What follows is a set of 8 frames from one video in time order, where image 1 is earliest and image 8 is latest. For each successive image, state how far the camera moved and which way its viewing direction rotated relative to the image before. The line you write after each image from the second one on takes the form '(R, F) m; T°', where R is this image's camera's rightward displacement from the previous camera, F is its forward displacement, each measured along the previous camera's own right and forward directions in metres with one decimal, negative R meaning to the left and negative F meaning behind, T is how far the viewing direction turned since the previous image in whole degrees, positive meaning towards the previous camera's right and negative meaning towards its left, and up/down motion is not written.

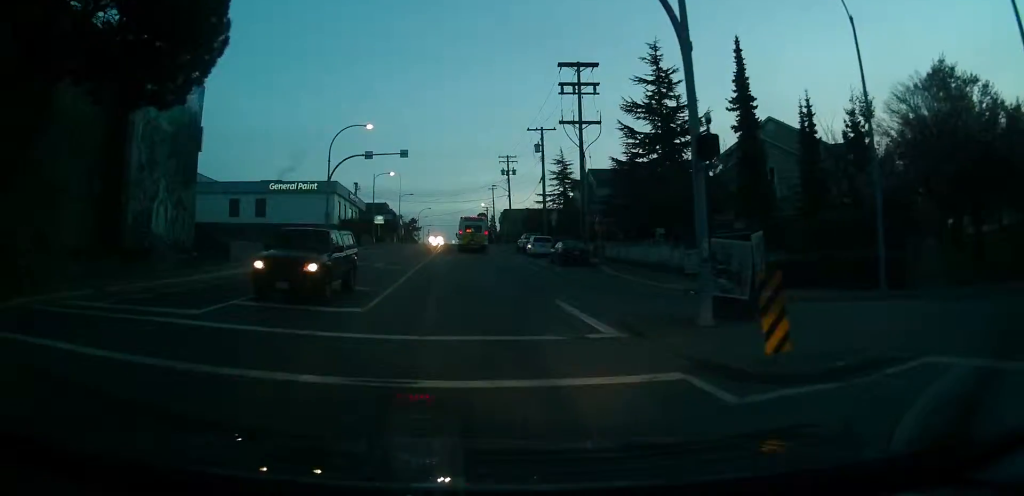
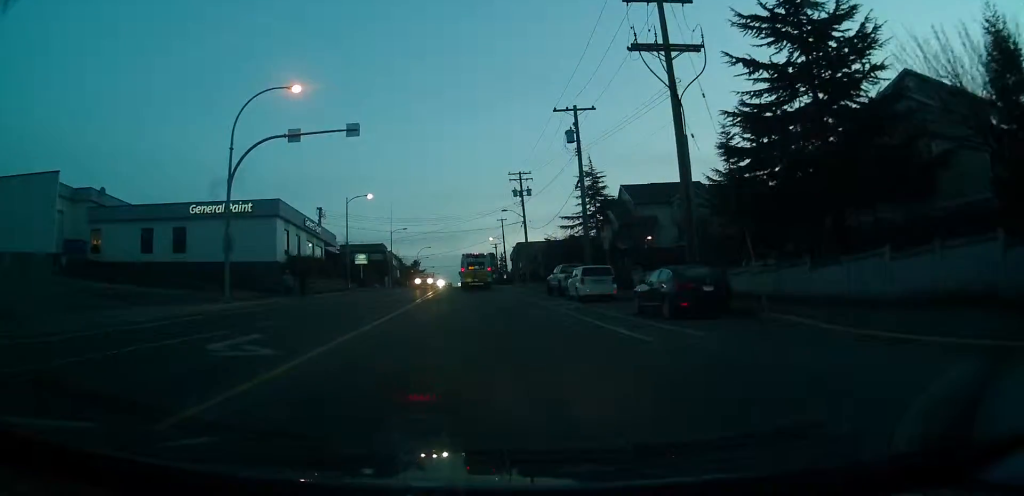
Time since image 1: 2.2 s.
(-0.2, +19.5) m; 0°
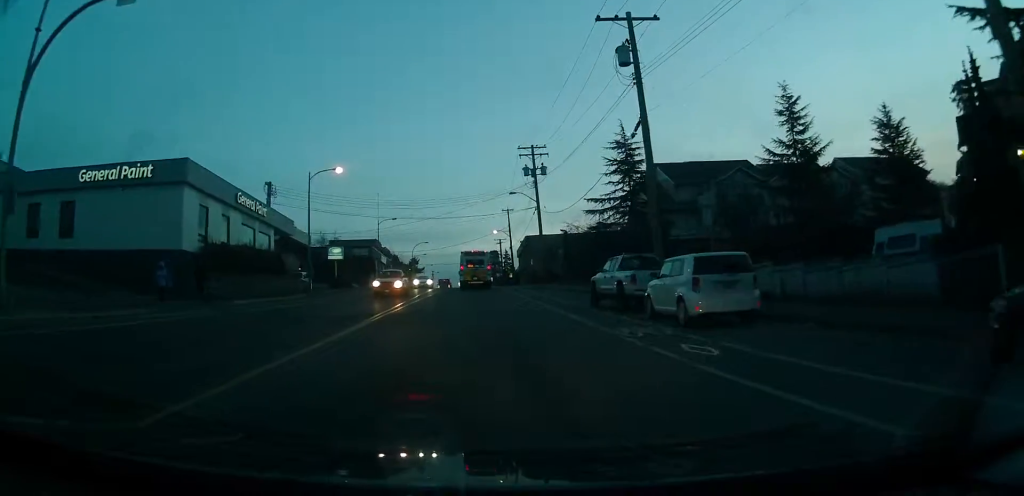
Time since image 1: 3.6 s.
(+0.3, +14.7) m; -1°
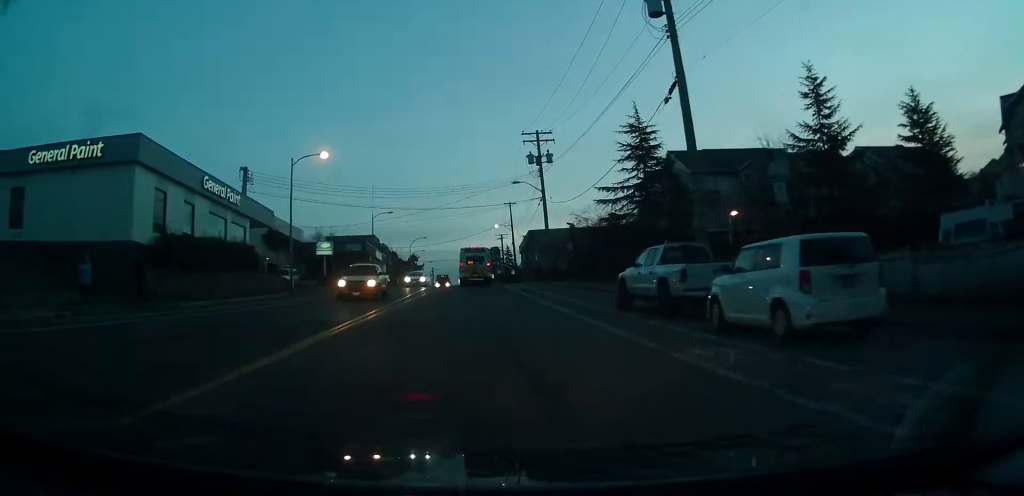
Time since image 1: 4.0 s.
(-0.2, +4.7) m; -1°
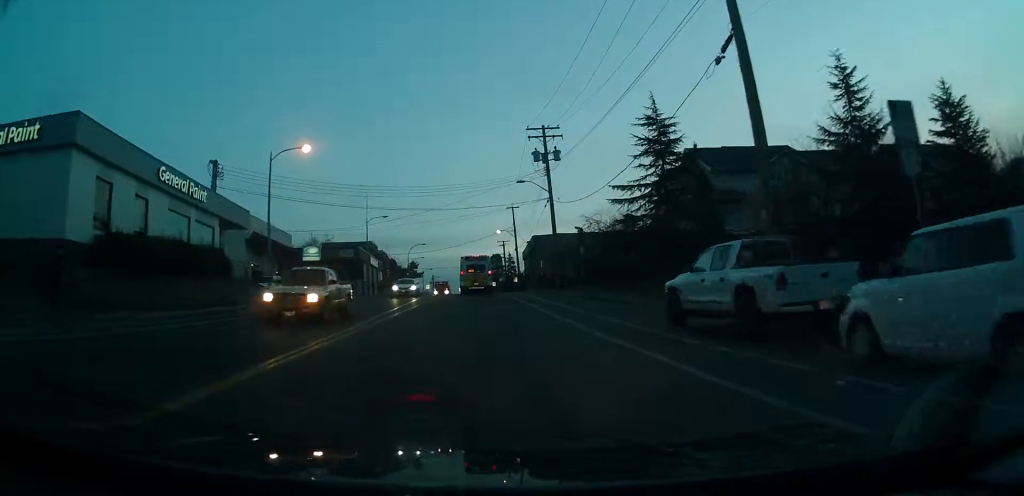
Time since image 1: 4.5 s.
(-0.2, +4.8) m; -1°
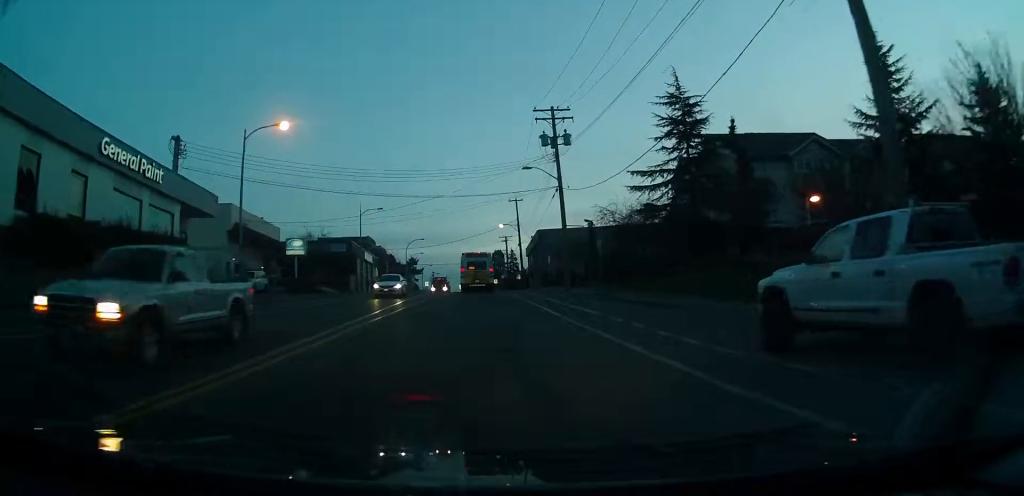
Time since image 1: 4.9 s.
(0.0, +4.9) m; 0°
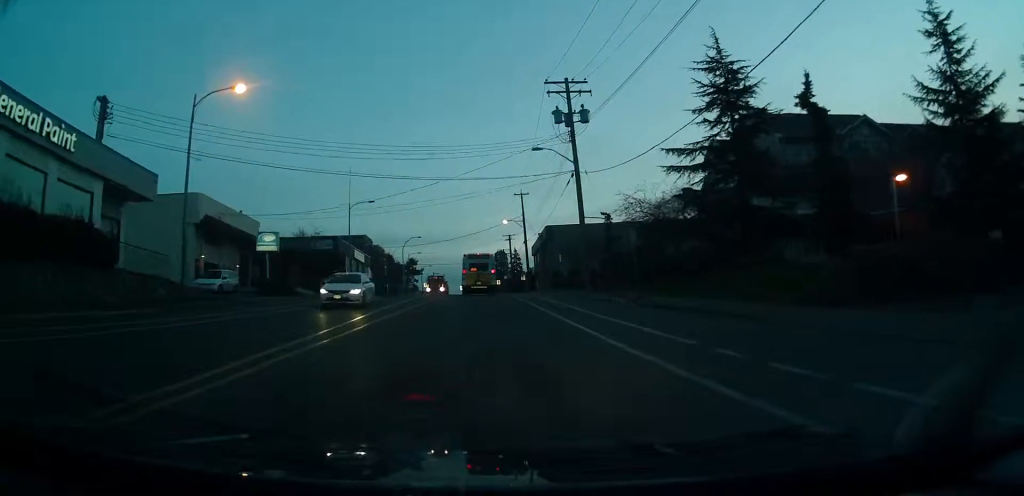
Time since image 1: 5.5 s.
(+0.1, +6.9) m; +1°
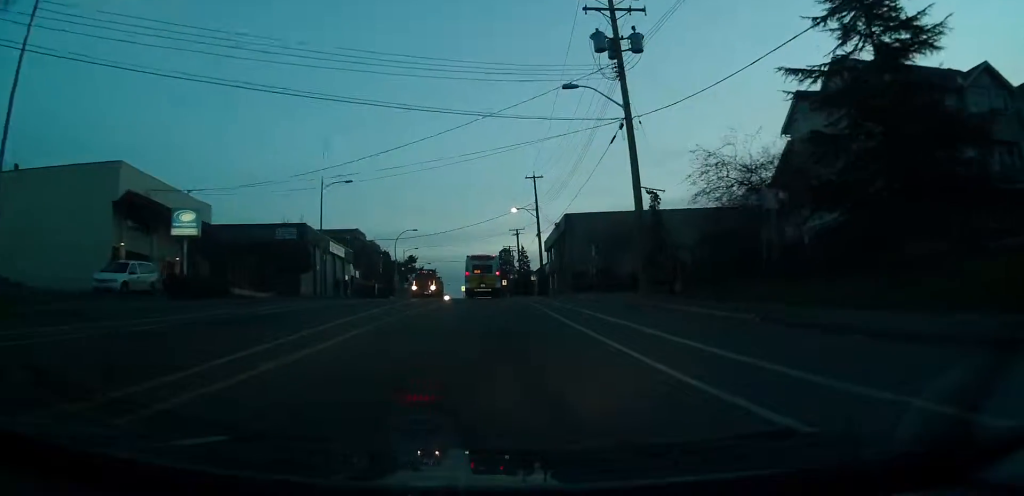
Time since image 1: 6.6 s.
(0.0, +12.6) m; -1°
